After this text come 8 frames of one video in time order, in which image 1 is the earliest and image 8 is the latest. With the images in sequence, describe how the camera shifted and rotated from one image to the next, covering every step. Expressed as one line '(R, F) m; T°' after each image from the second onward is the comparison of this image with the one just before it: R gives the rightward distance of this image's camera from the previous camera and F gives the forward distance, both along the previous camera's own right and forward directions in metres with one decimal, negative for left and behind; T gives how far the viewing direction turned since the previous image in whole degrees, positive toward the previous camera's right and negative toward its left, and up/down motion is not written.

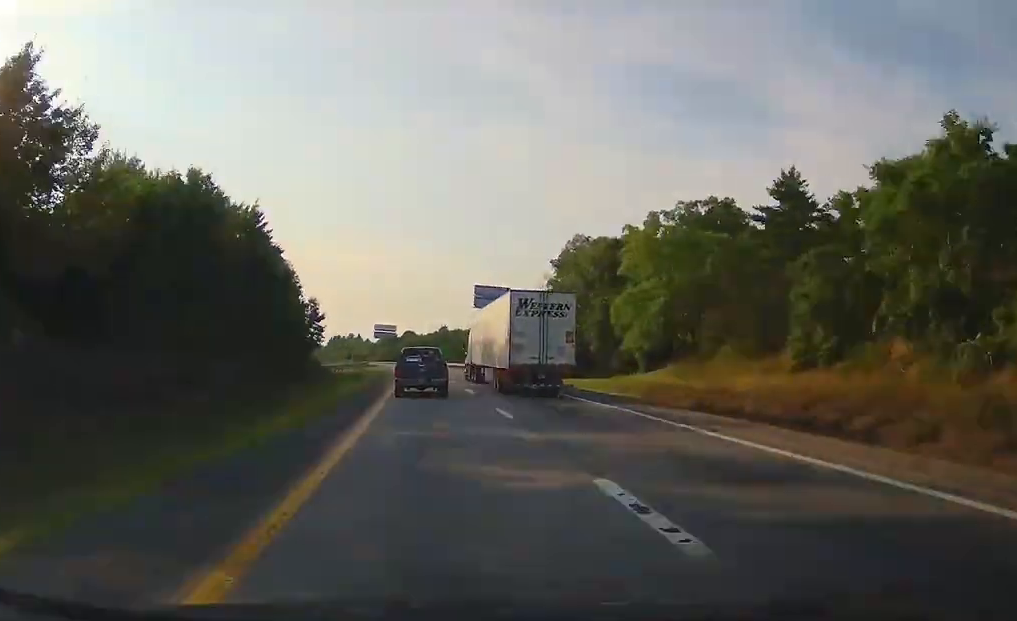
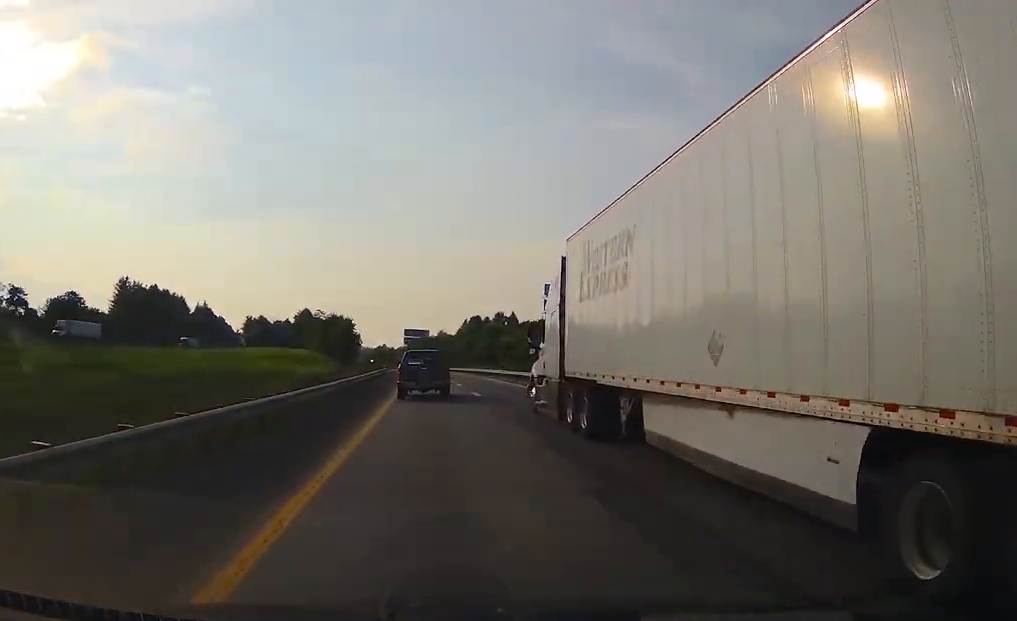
(-24.8, +231.5) m; -12°
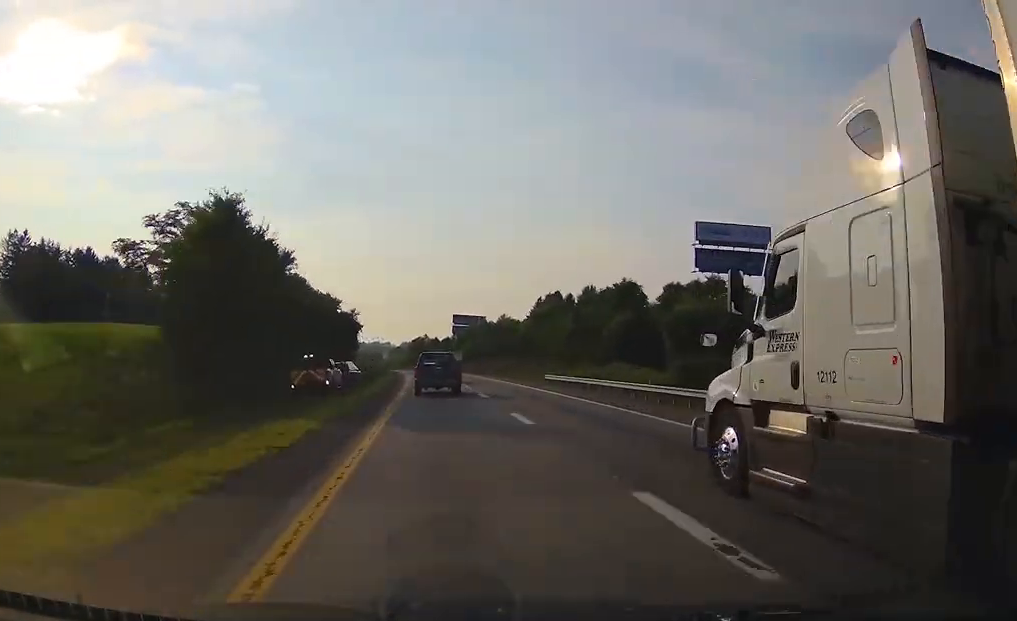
(-2.7, +99.8) m; -4°
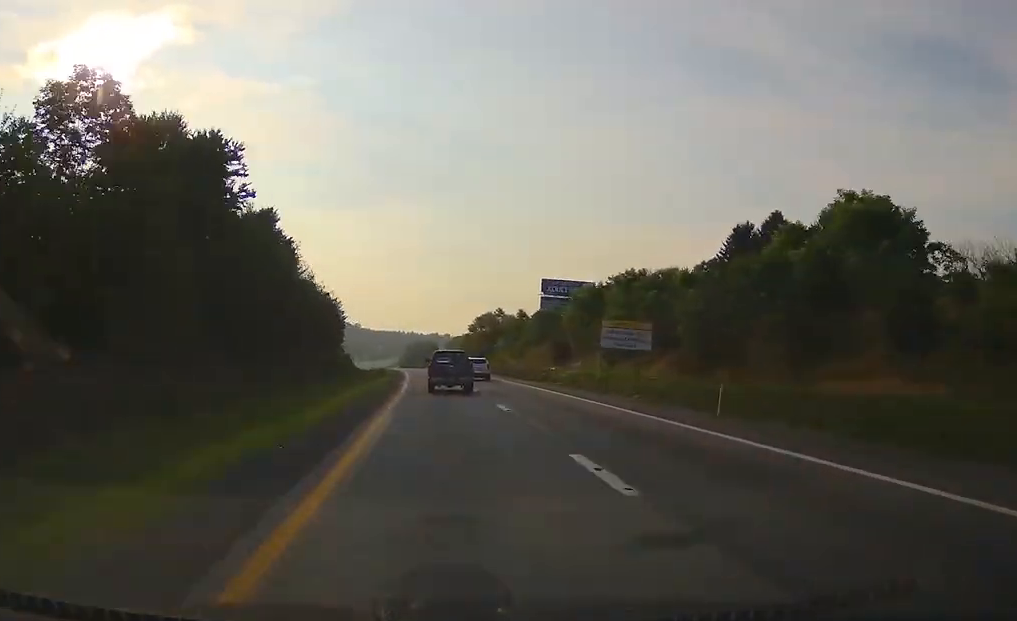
(-5.7, +119.0) m; -5°
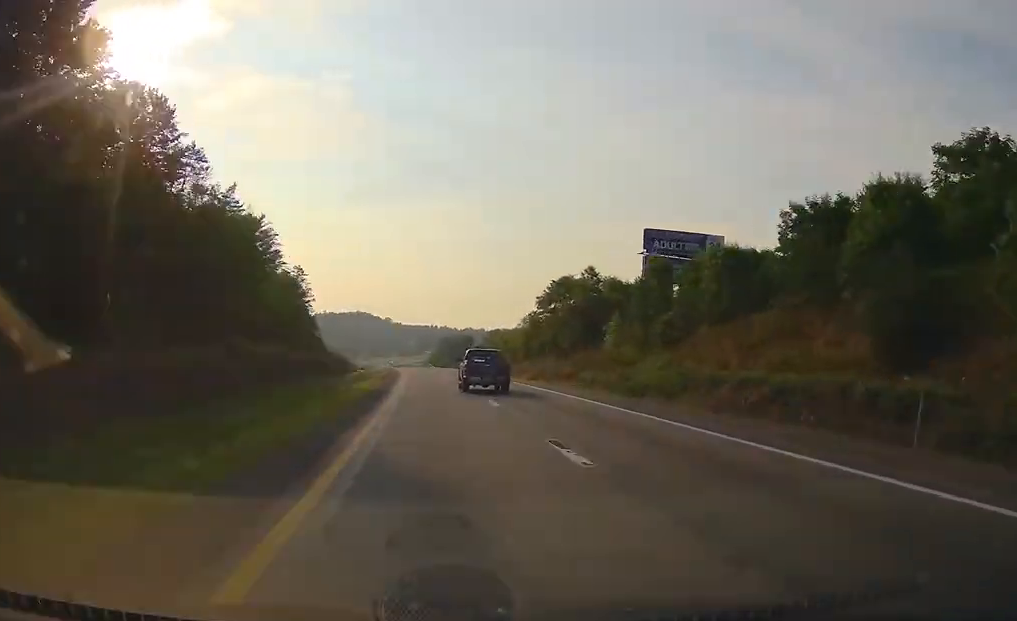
(-2.2, +71.0) m; -2°
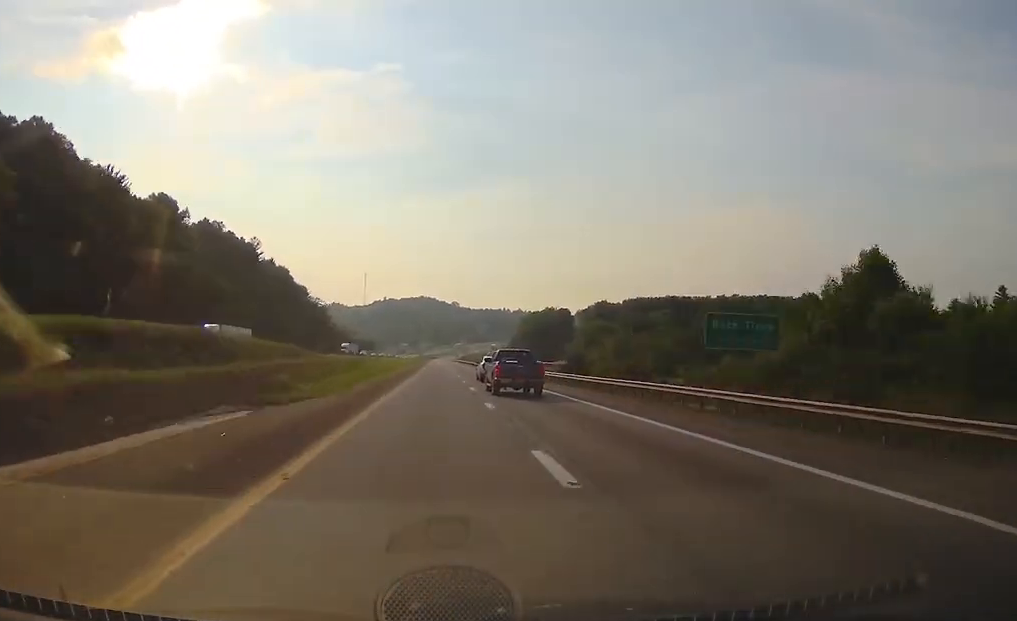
(-6.0, +159.9) m; -3°
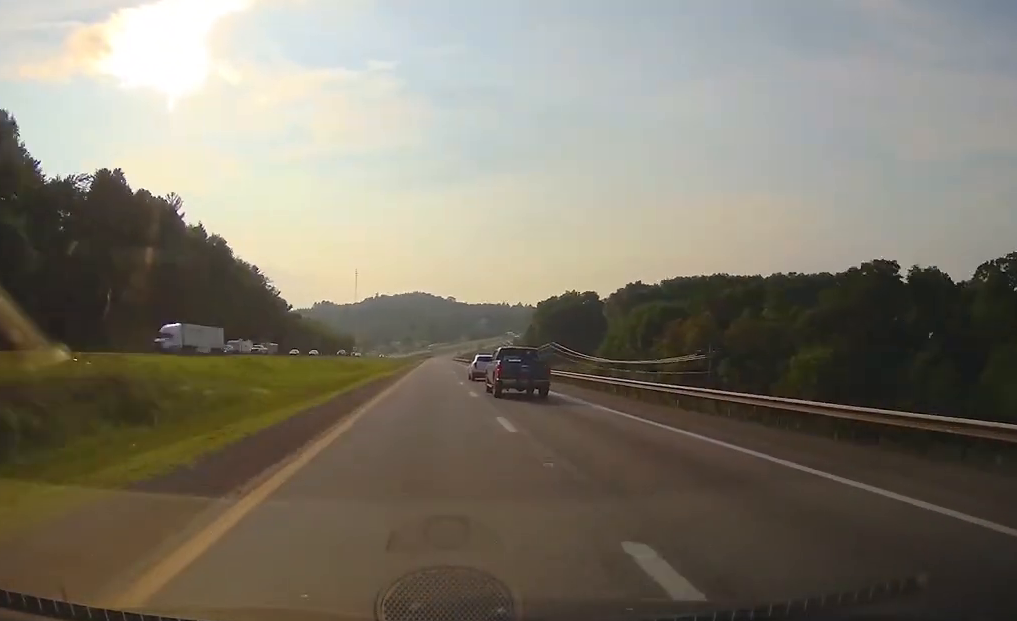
(-0.7, +80.3) m; 0°
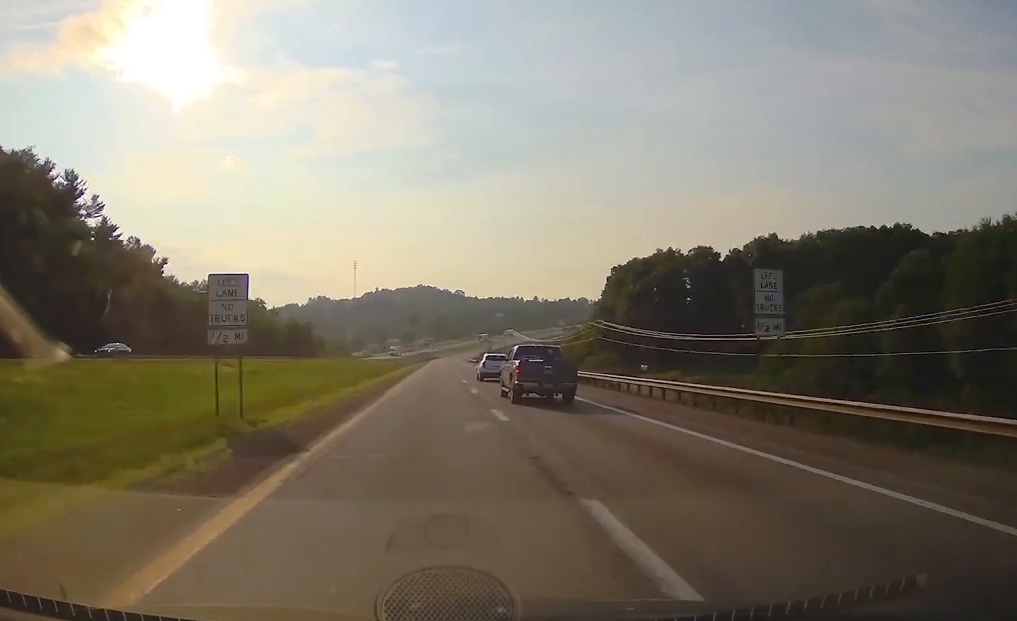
(-0.1, +134.3) m; 0°
